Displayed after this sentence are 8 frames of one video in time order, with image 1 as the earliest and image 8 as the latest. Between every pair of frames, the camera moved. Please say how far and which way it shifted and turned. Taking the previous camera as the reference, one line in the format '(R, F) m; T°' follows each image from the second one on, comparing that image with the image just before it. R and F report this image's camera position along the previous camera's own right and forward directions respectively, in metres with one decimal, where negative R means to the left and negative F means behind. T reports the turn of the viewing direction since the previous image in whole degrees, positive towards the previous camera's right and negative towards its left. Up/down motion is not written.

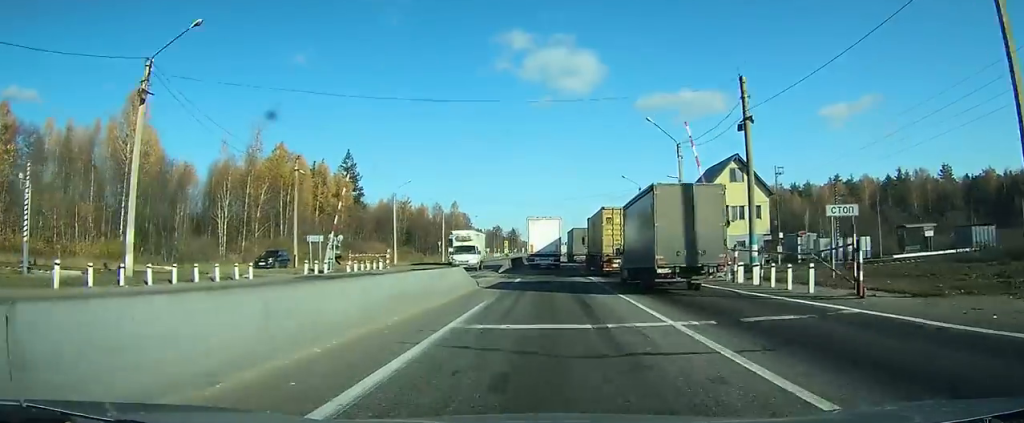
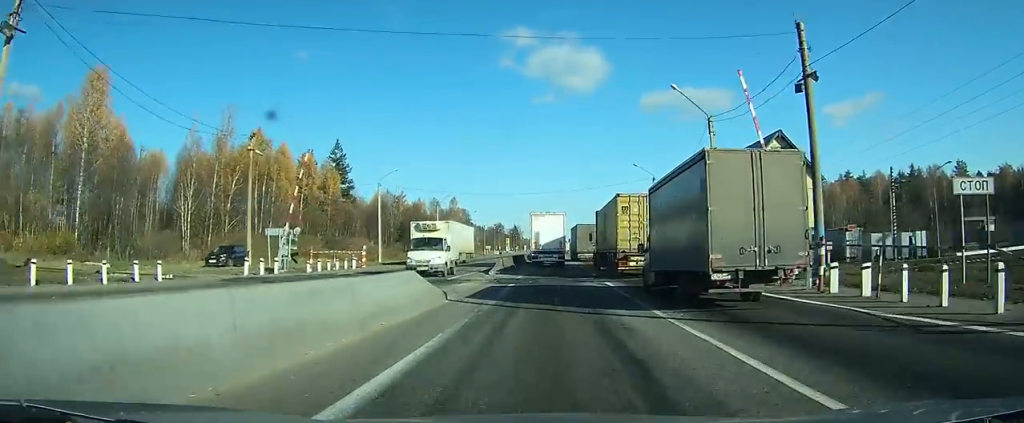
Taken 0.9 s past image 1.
(0.0, +7.8) m; 0°
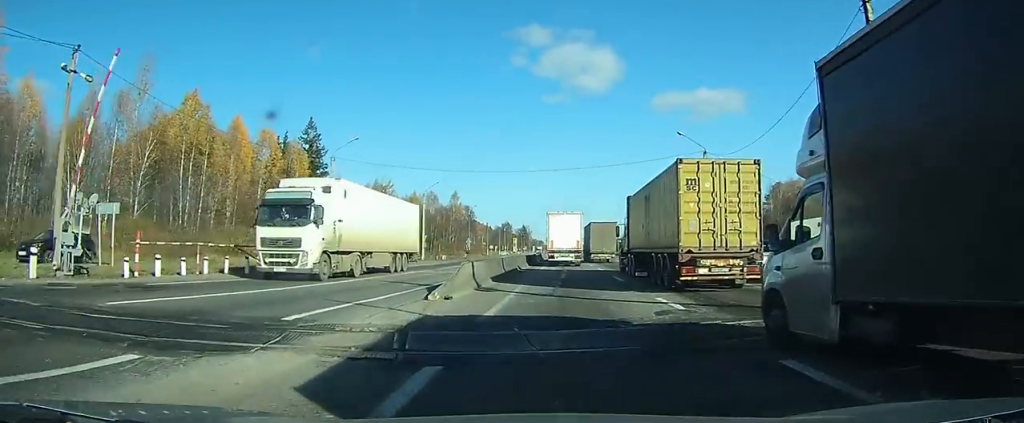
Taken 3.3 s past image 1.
(-0.2, +18.8) m; 0°
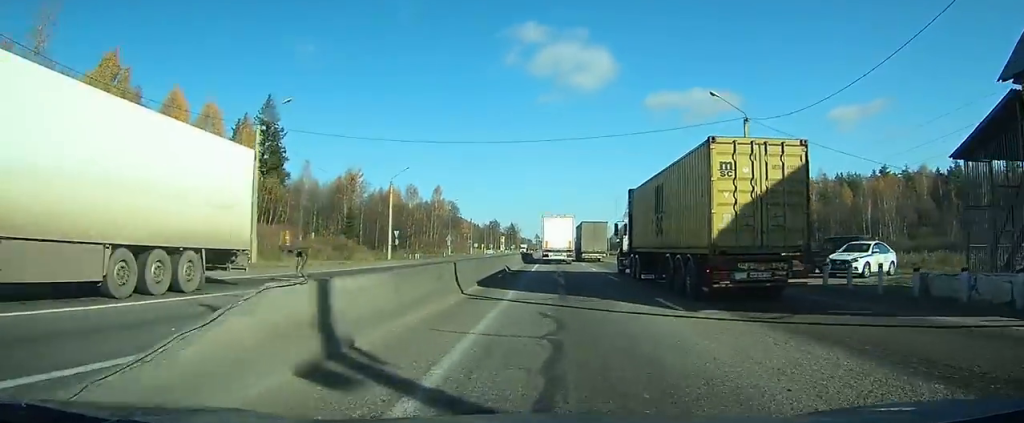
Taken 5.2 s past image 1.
(+0.2, +13.3) m; +2°
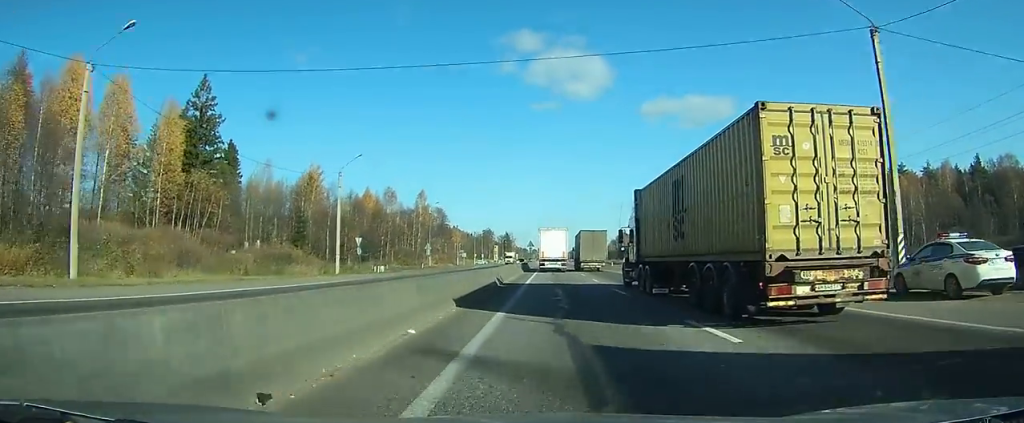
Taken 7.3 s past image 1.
(+0.4, +15.3) m; +1°
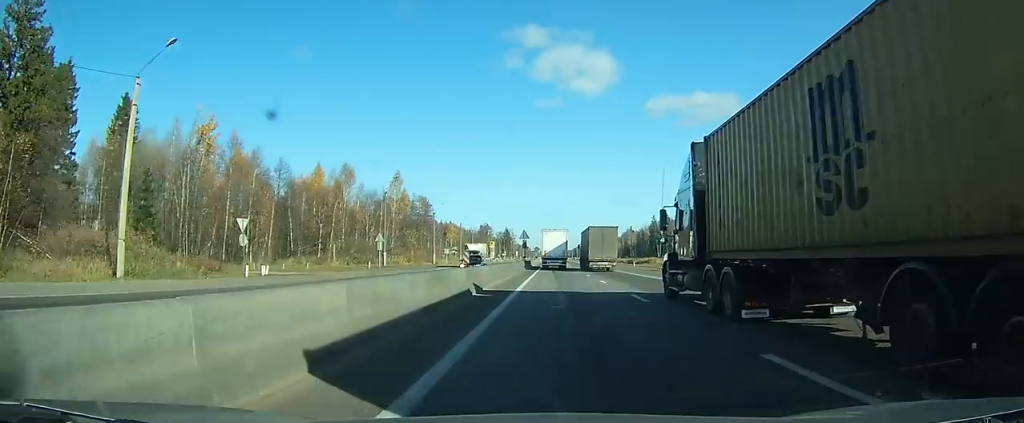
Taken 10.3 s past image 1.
(-0.1, +26.4) m; 0°
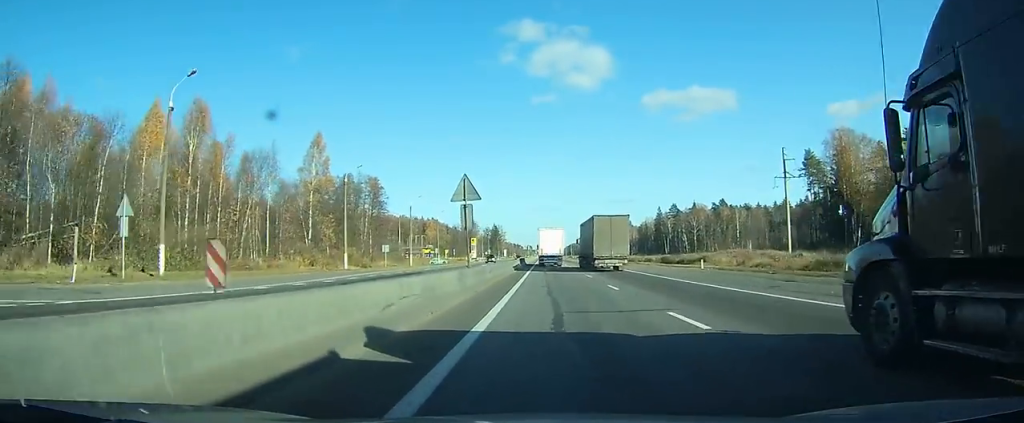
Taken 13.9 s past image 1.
(+0.2, +41.3) m; 0°
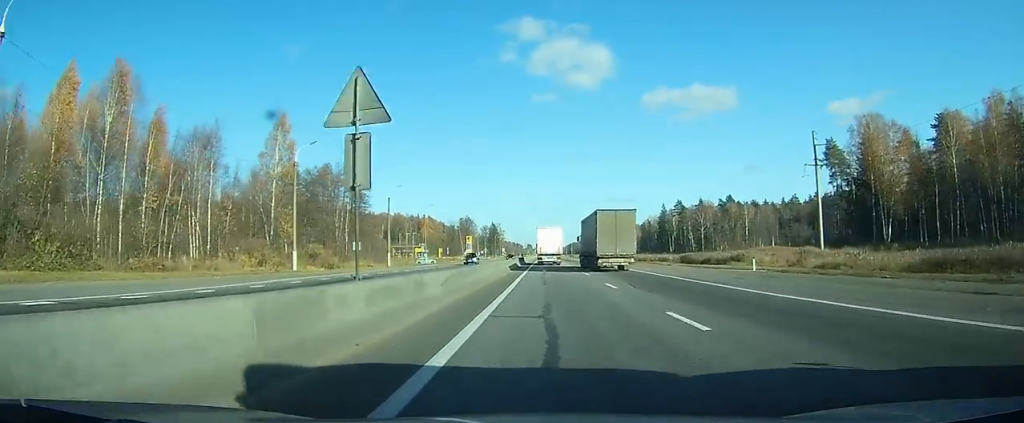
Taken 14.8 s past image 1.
(0.0, +11.7) m; 0°
